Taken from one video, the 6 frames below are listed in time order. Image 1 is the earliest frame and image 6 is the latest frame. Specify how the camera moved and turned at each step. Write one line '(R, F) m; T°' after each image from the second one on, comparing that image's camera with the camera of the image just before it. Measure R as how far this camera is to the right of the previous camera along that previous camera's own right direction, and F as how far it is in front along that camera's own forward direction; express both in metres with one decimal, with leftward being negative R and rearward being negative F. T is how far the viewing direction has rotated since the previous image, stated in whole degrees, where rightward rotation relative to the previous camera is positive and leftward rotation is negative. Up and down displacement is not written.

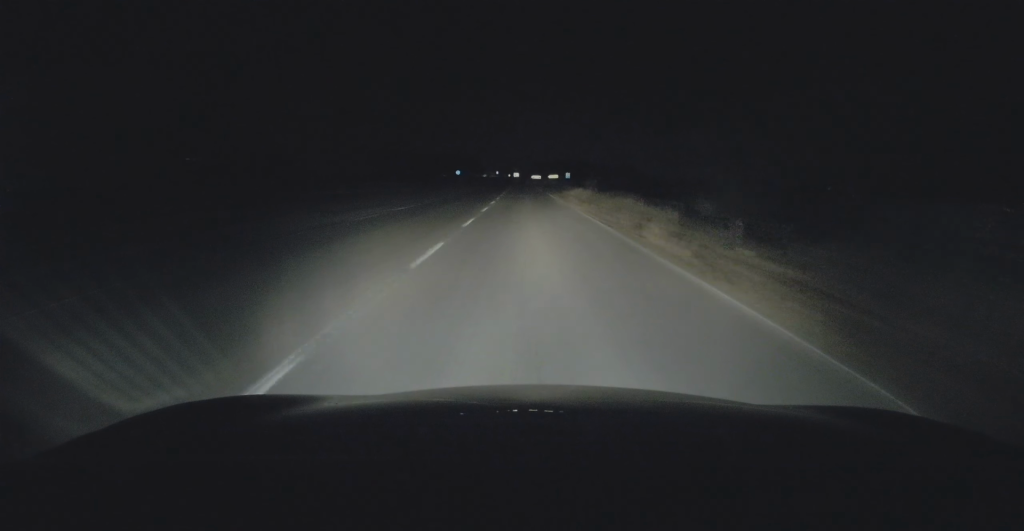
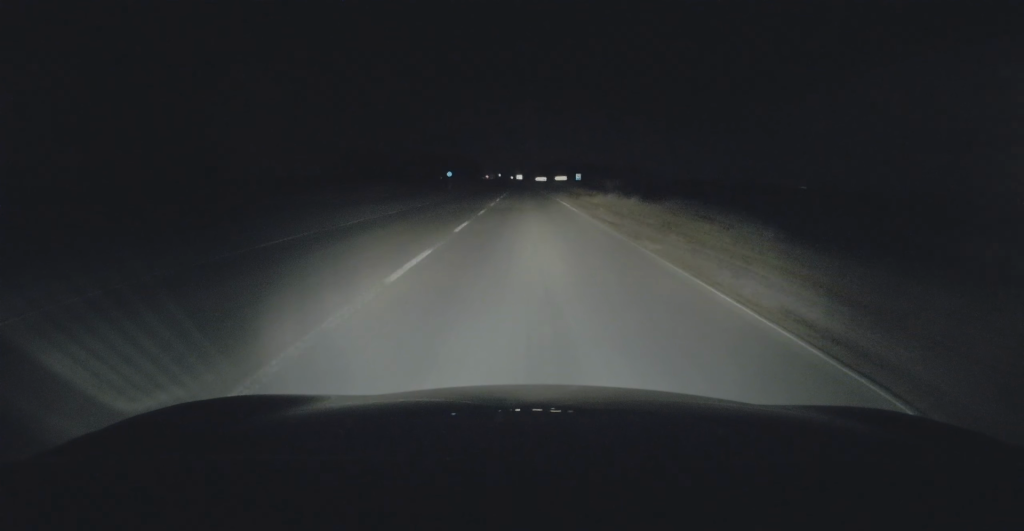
(-0.2, +16.3) m; -1°
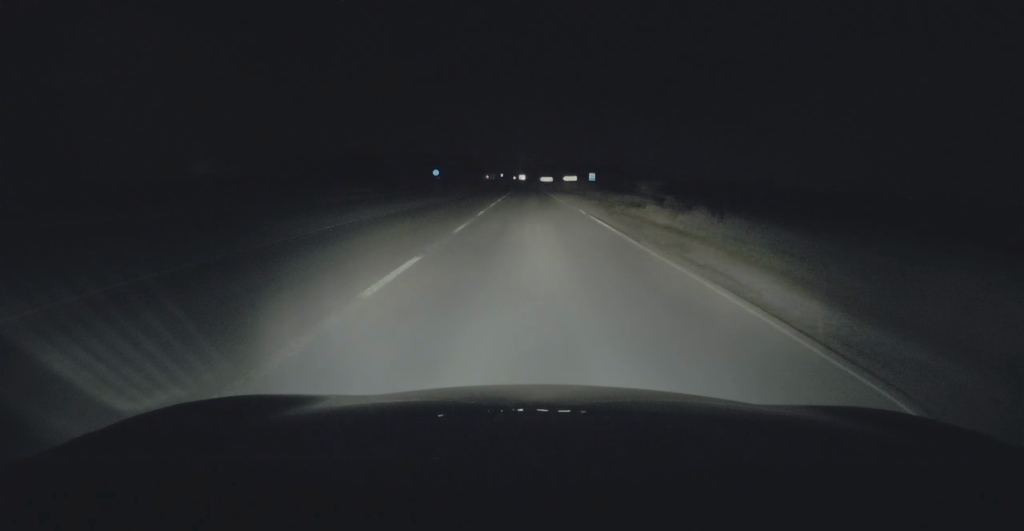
(-0.1, +16.3) m; 0°
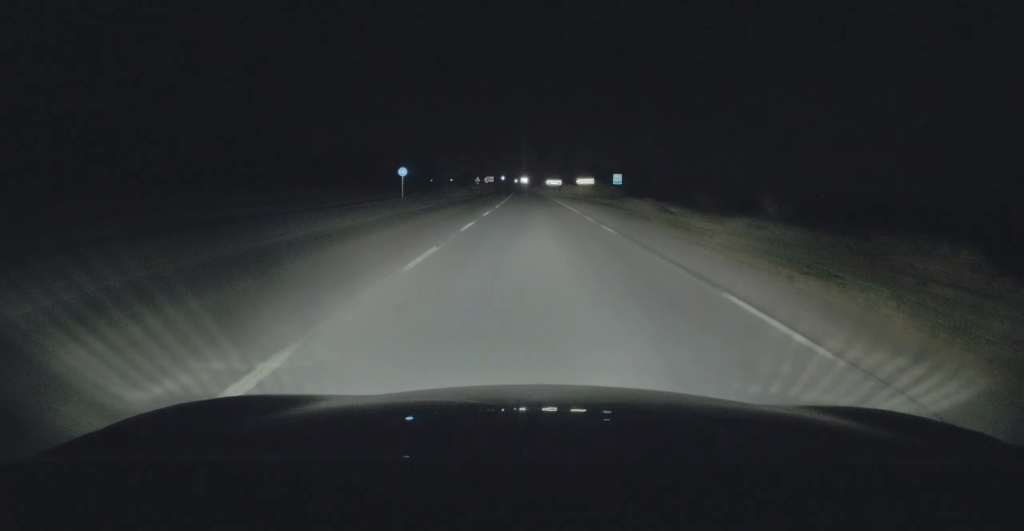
(+0.1, +21.1) m; 0°
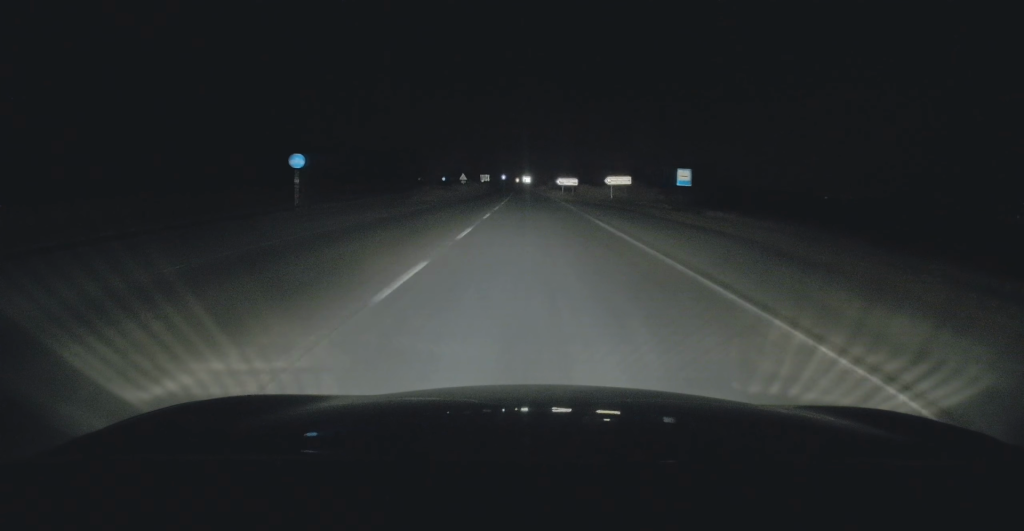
(-0.2, +25.3) m; 0°
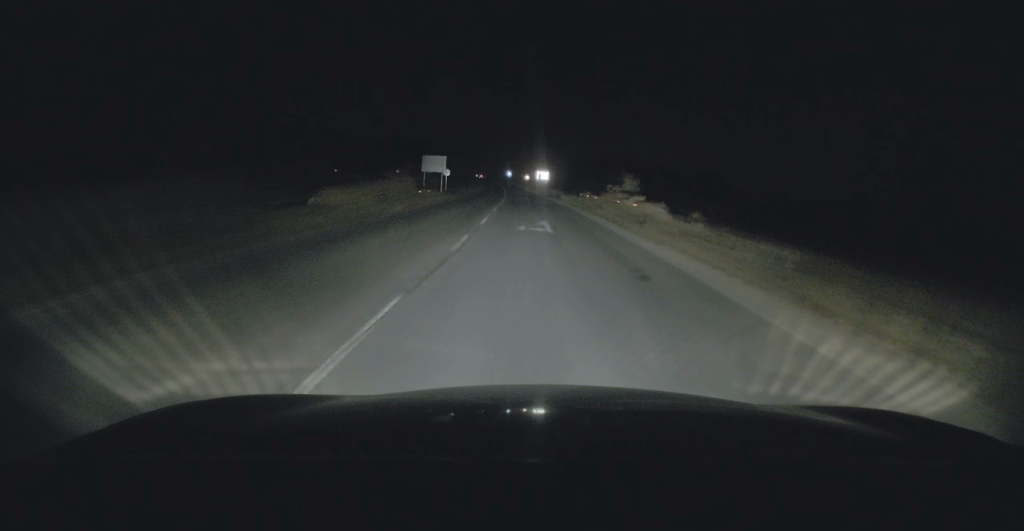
(-0.3, +79.5) m; -1°
